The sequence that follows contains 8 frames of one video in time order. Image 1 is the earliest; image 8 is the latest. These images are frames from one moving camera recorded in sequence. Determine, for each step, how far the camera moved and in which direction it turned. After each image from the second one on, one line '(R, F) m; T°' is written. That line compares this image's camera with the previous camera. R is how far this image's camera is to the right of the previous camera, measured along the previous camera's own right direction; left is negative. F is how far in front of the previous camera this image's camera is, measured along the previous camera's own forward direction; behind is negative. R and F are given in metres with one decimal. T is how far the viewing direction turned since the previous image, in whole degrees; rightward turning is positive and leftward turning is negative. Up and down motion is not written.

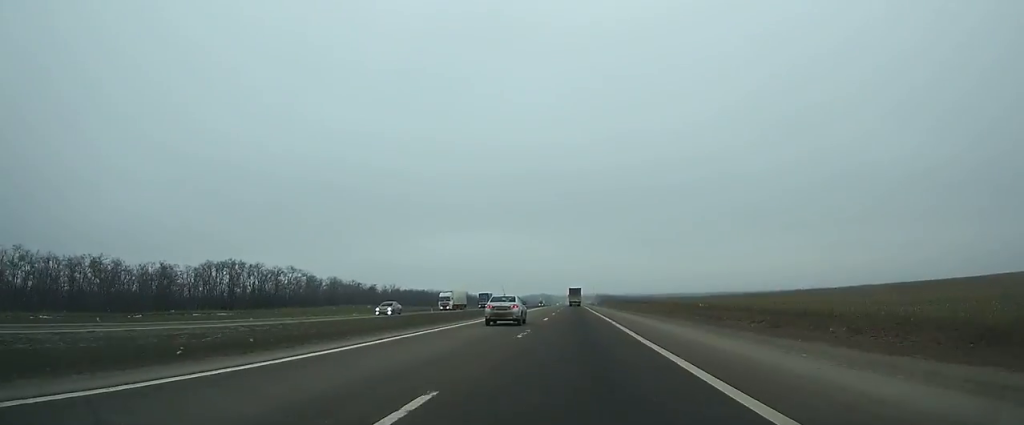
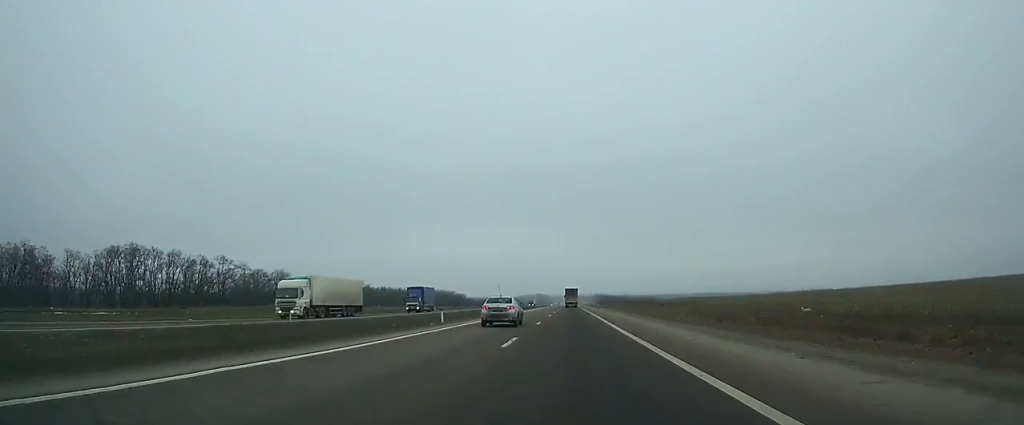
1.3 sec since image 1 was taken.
(0.0, +35.8) m; 0°
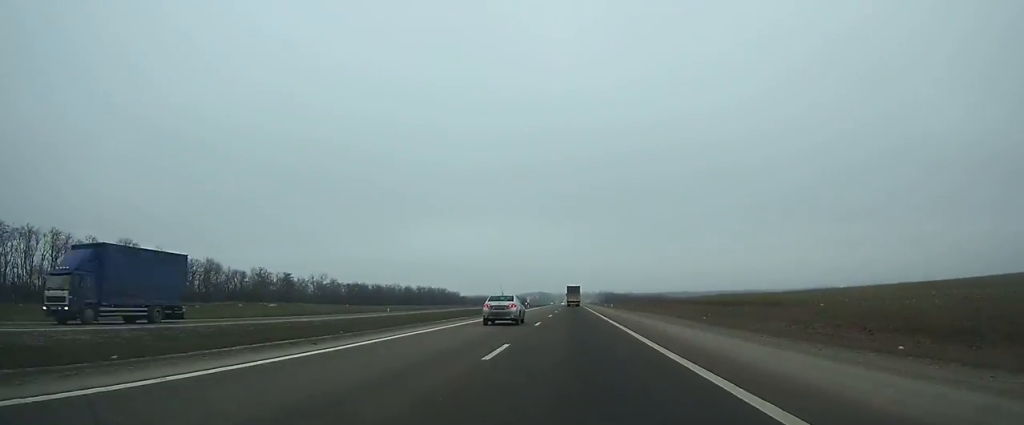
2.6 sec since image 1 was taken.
(-0.1, +35.9) m; 0°
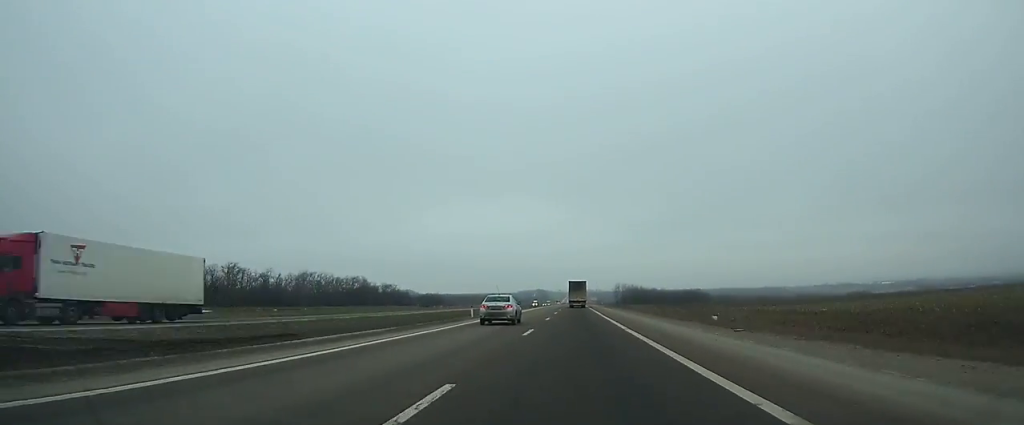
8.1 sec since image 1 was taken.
(+0.1, +151.1) m; 0°
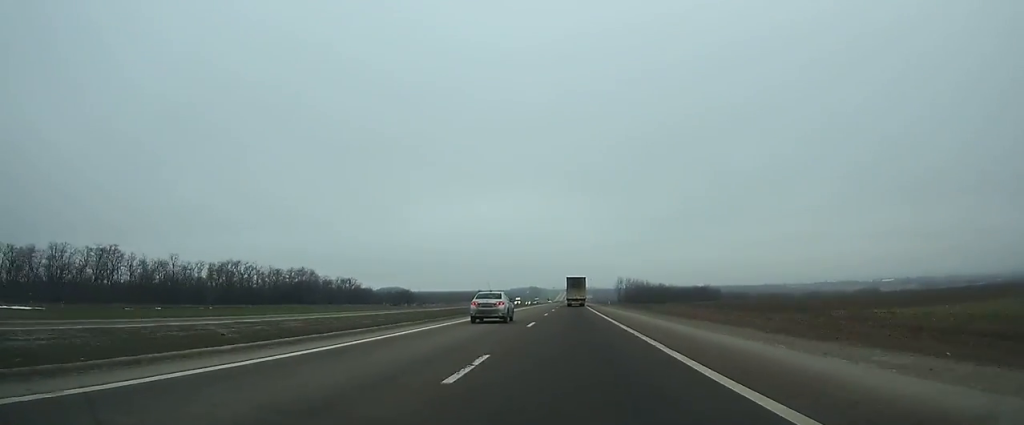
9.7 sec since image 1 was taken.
(-0.1, +43.7) m; 0°
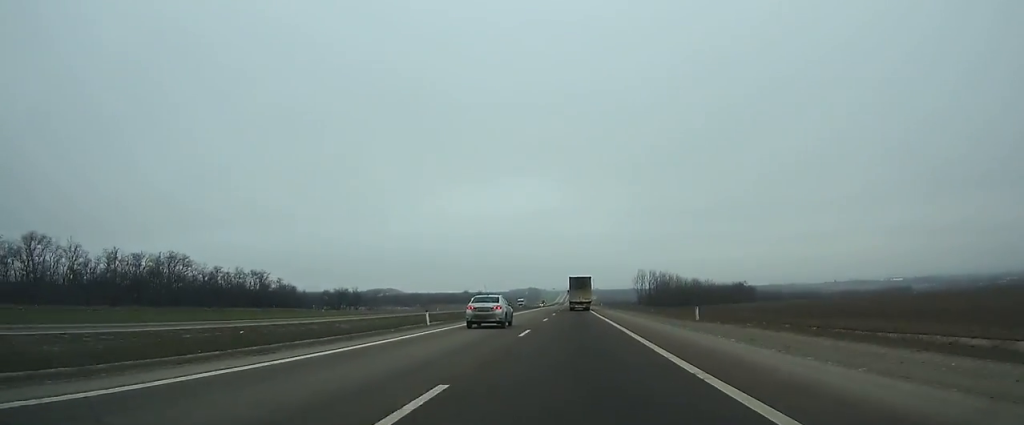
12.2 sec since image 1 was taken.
(+0.3, +67.7) m; 0°
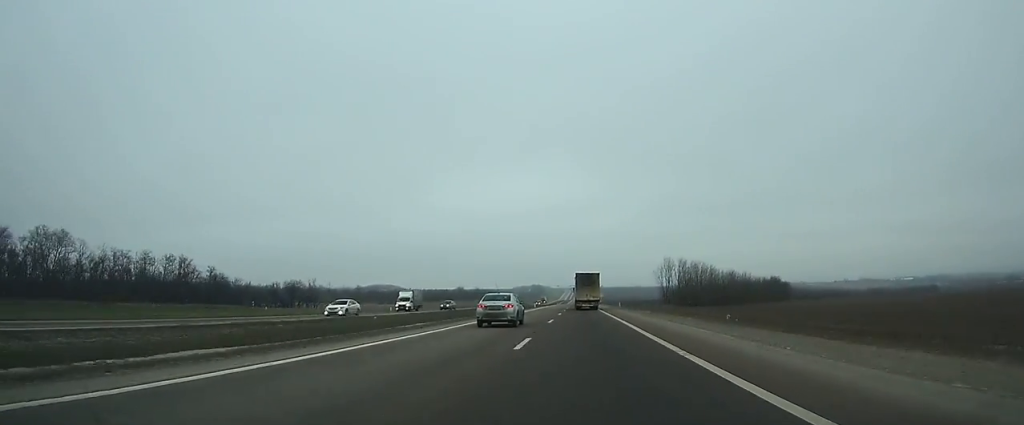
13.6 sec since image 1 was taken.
(0.0, +37.6) m; 0°
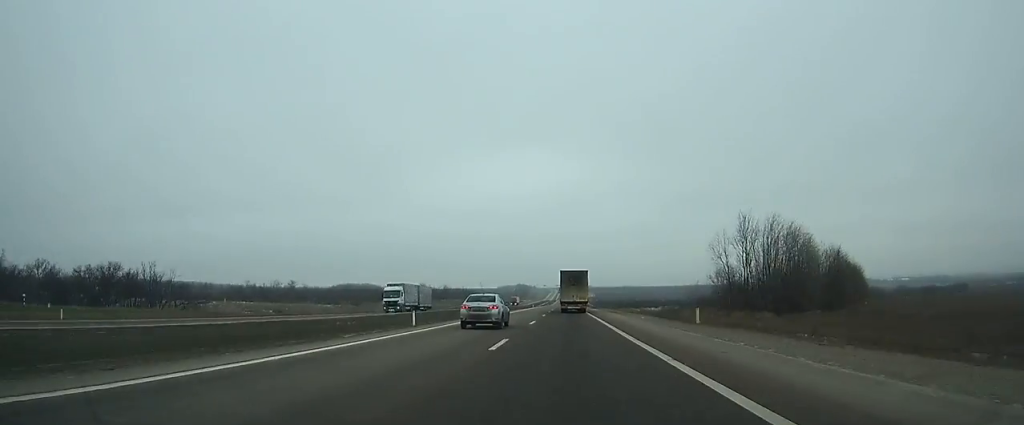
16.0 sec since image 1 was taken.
(+0.1, +64.3) m; 0°
